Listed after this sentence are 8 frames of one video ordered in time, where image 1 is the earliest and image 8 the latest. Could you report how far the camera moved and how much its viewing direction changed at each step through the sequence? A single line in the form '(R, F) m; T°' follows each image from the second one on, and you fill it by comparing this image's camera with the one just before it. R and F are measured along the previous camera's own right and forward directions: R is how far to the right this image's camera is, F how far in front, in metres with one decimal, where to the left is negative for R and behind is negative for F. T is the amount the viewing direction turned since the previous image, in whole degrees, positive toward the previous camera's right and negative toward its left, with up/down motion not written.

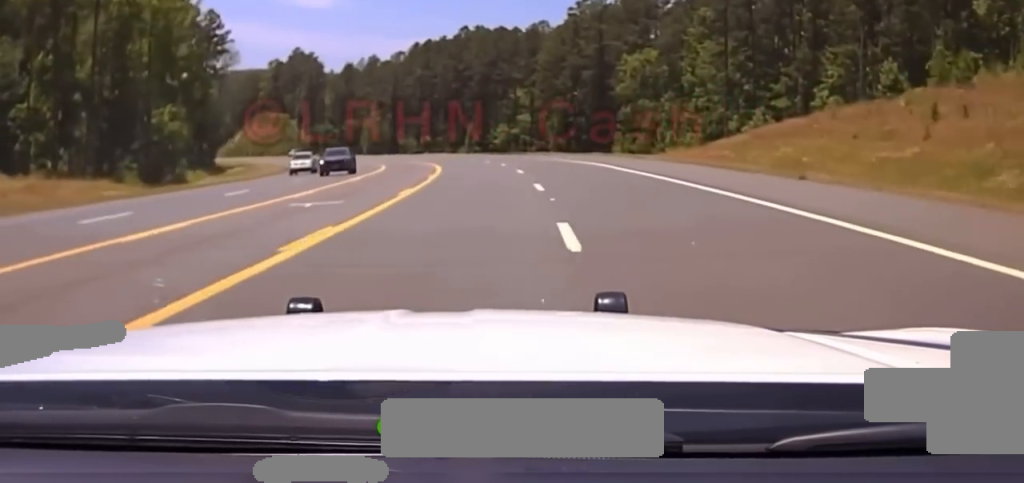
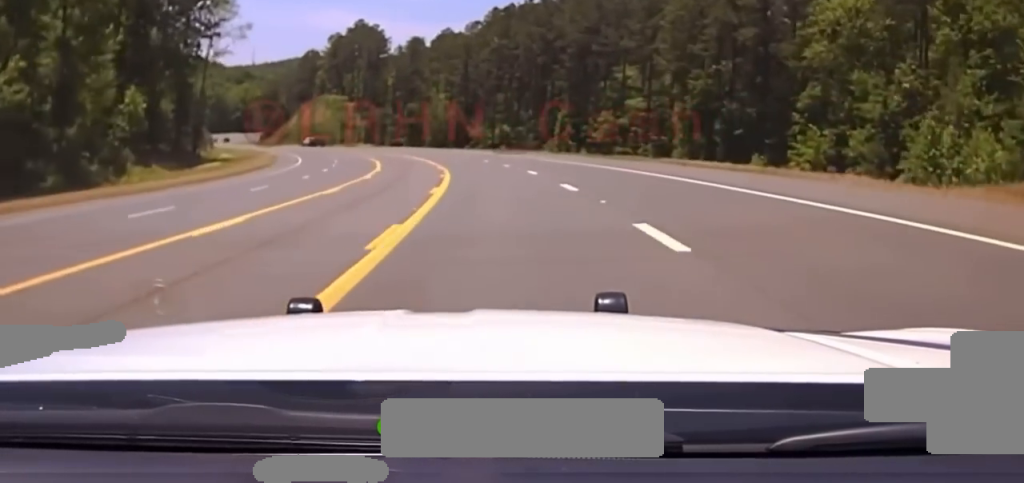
(-0.7, +46.0) m; -4°
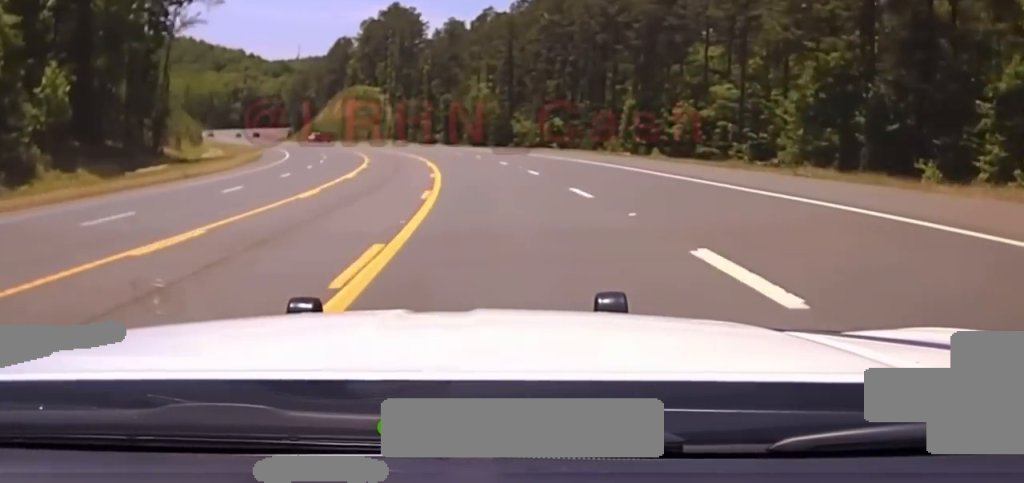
(-0.9, +27.0) m; -3°
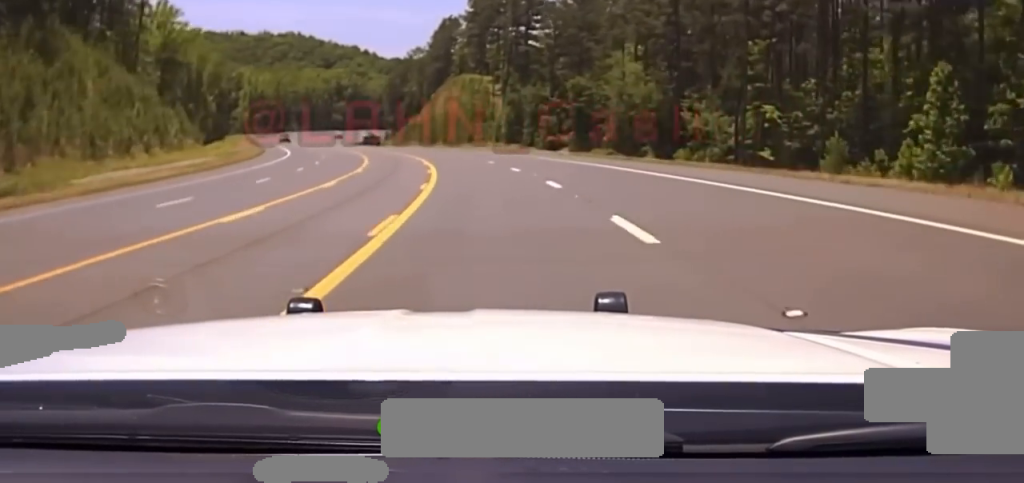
(-4.1, +57.3) m; -8°
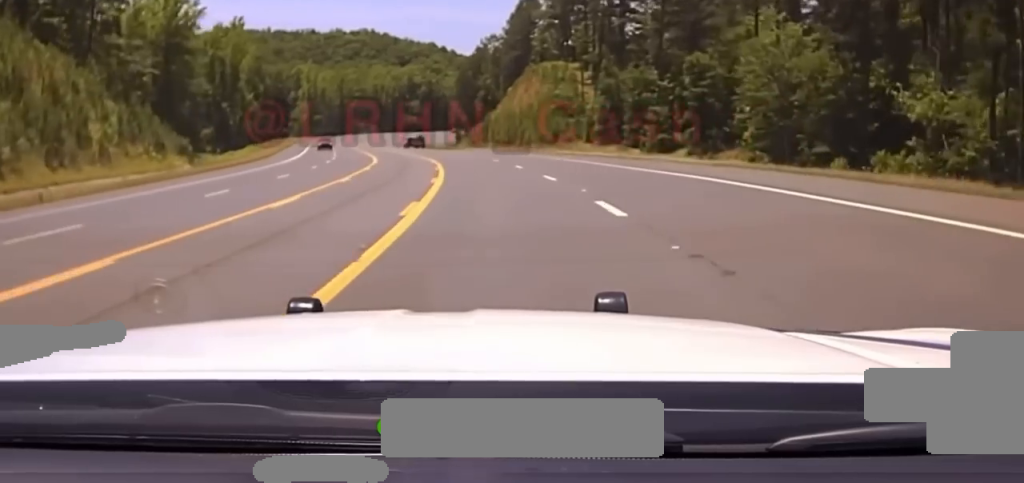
(-1.2, +36.3) m; -5°
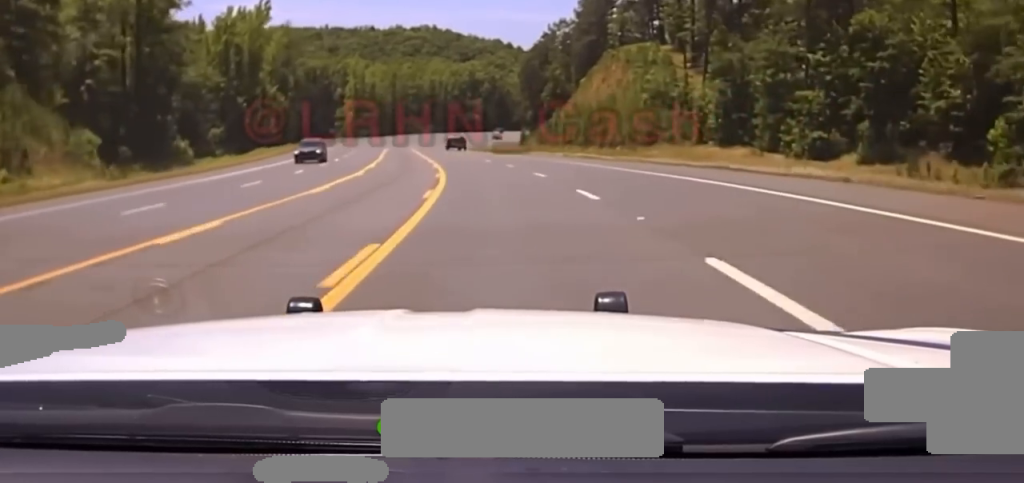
(-1.8, +36.4) m; -4°
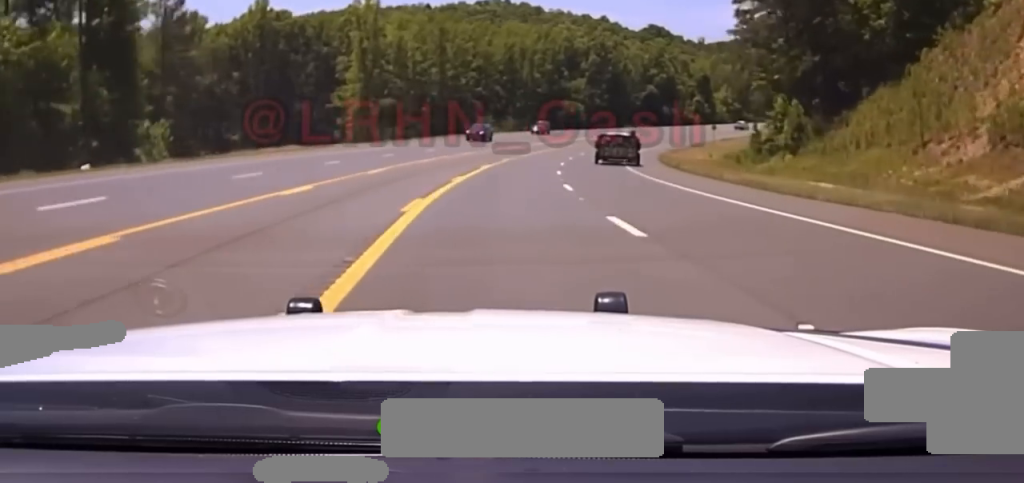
(-14.9, +121.9) m; -10°
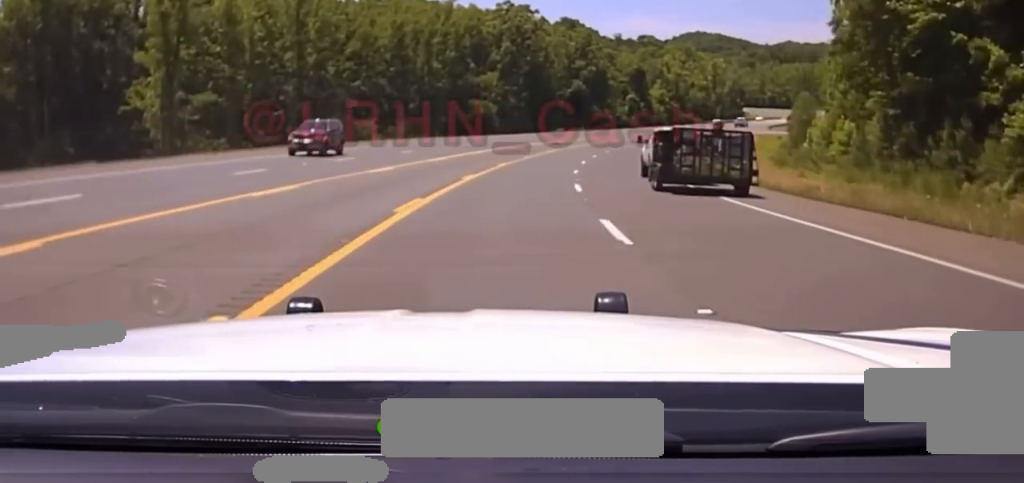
(+1.0, +45.8) m; +5°
